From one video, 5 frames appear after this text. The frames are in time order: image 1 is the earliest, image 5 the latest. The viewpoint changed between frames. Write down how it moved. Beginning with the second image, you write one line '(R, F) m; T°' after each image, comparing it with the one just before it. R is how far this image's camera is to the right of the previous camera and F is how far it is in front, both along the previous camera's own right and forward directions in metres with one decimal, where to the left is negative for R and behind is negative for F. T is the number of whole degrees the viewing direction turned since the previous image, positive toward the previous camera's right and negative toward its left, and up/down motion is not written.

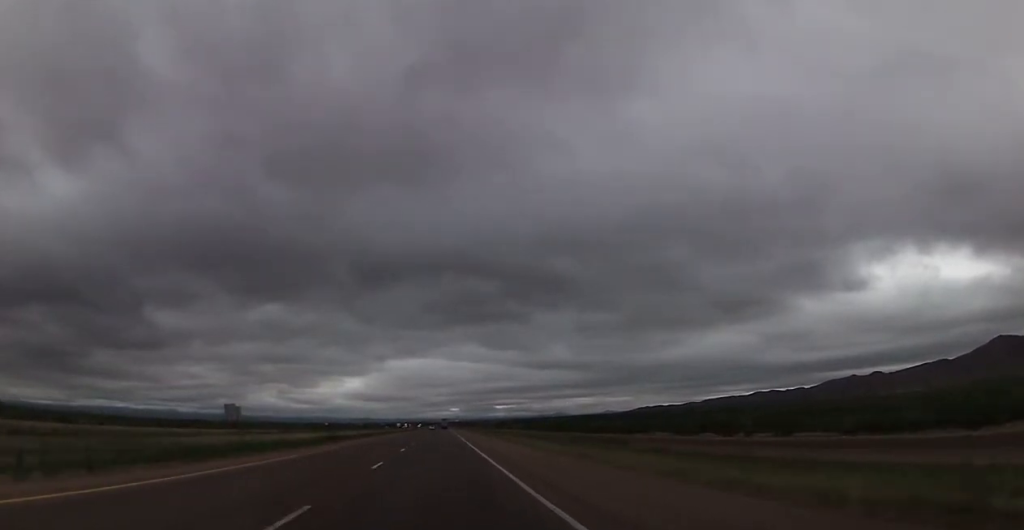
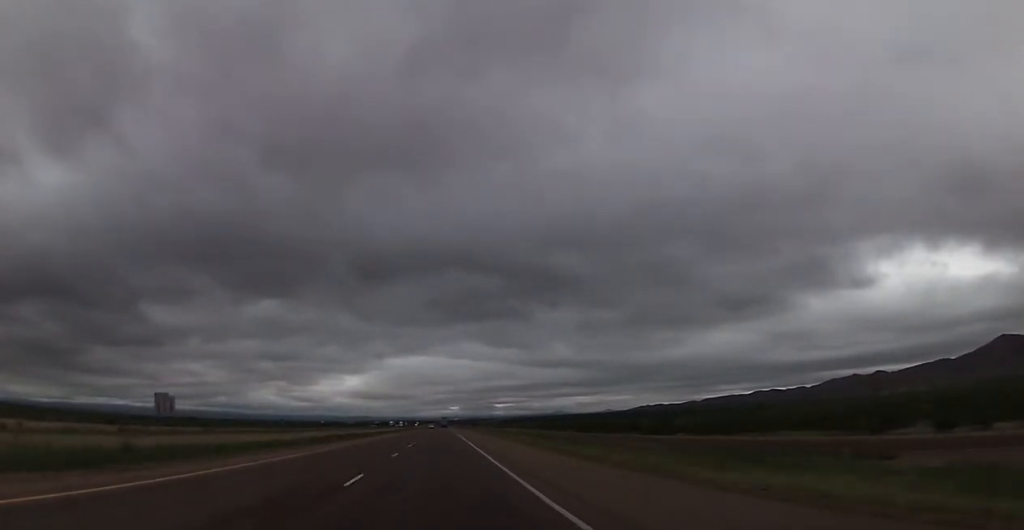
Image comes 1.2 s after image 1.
(-0.4, +42.1) m; -1°
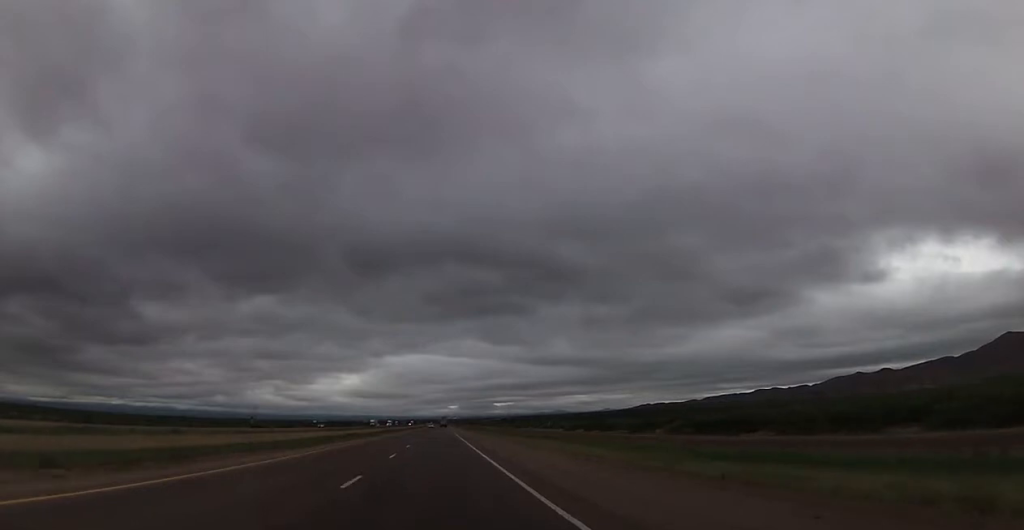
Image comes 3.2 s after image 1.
(+0.6, +73.5) m; +1°
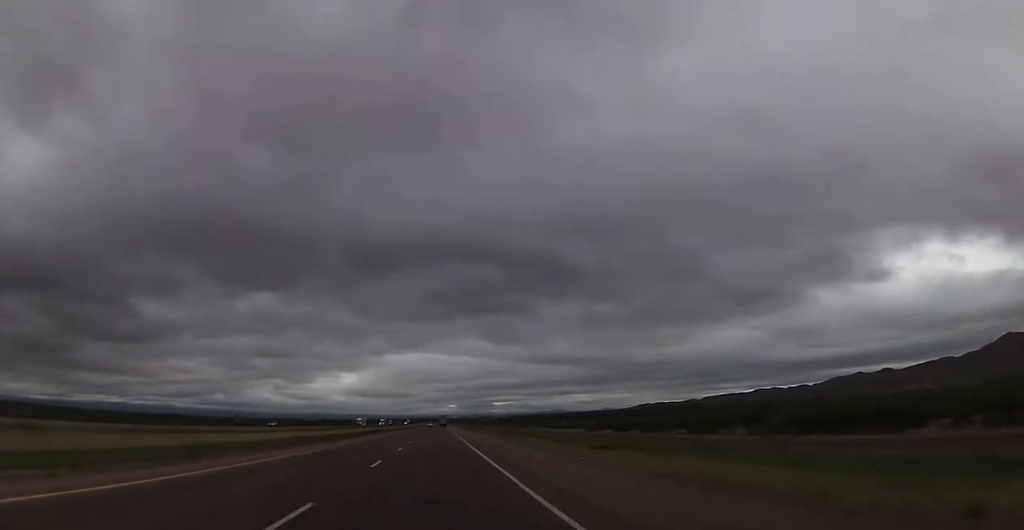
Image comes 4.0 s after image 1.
(0.0, +30.2) m; 0°
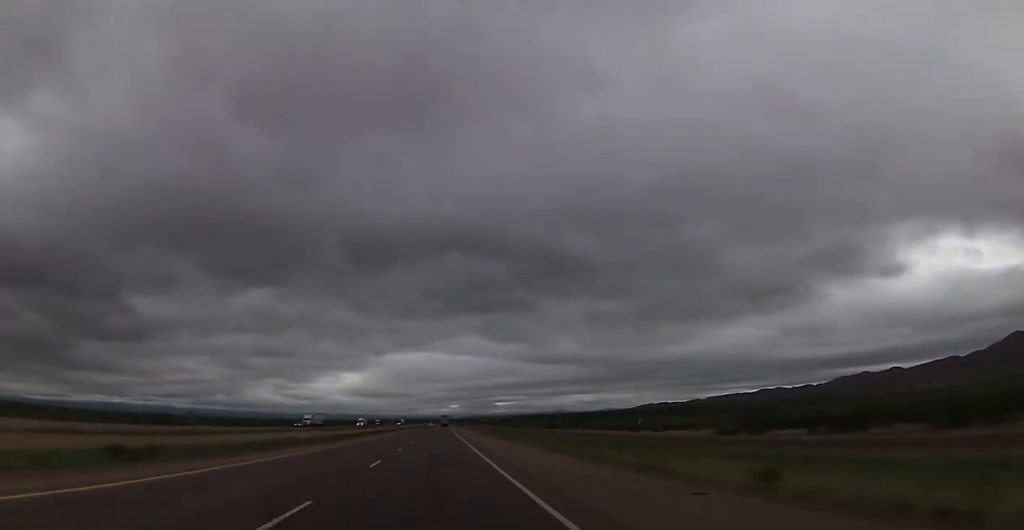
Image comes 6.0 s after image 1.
(0.0, +72.6) m; 0°
